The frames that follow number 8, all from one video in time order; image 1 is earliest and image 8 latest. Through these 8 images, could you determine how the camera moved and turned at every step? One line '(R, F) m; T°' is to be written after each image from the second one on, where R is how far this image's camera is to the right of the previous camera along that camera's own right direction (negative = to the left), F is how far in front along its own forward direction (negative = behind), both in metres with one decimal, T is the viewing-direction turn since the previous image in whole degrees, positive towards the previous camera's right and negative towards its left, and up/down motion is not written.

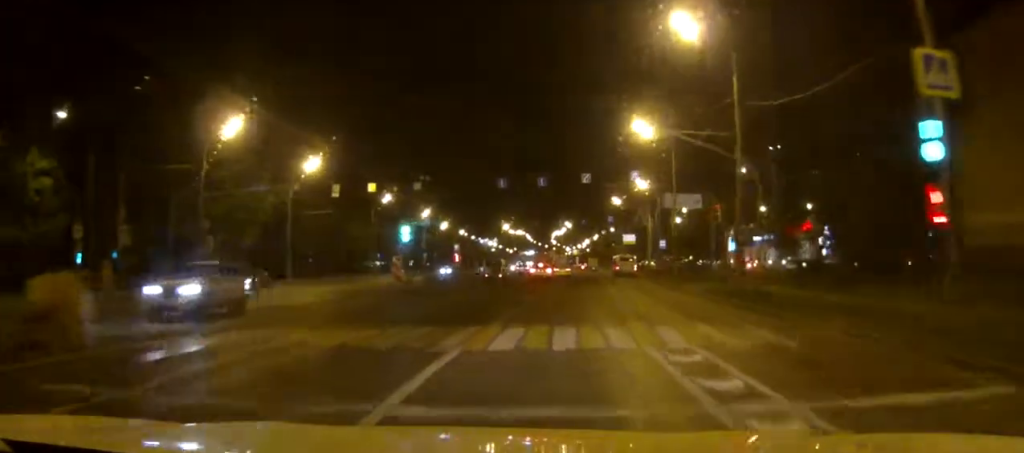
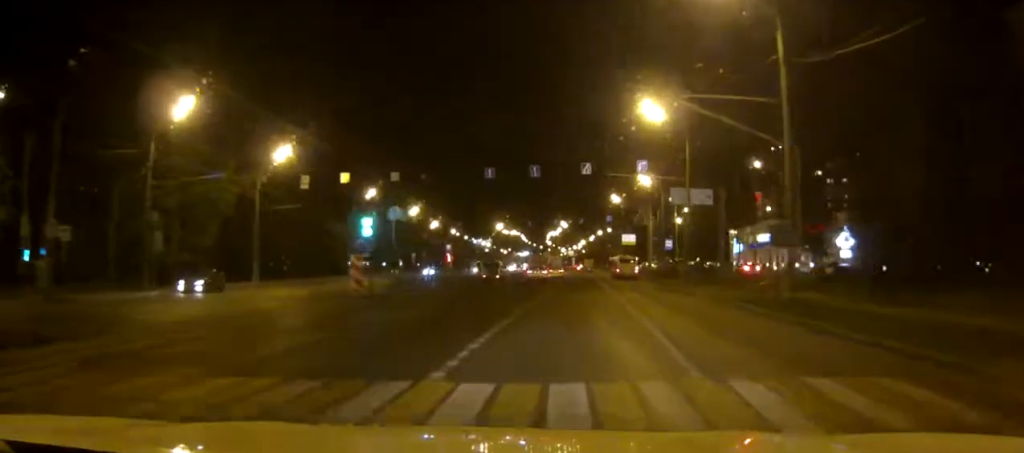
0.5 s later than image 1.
(0.0, +7.2) m; 0°
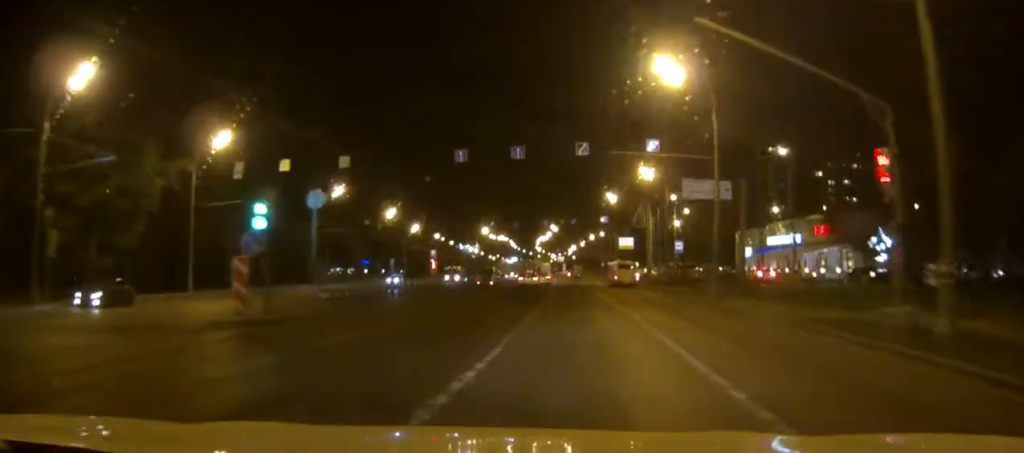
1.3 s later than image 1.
(0.0, +11.0) m; 0°
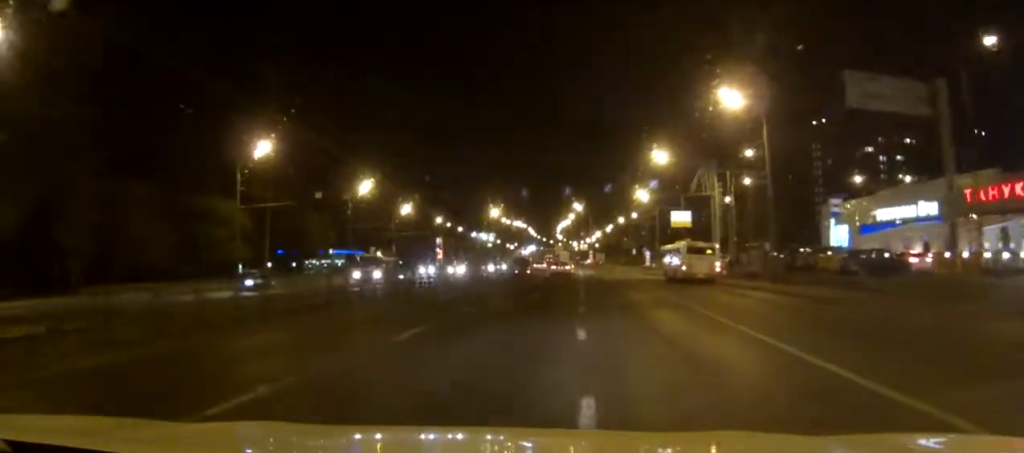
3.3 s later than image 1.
(-0.2, +29.8) m; -1°
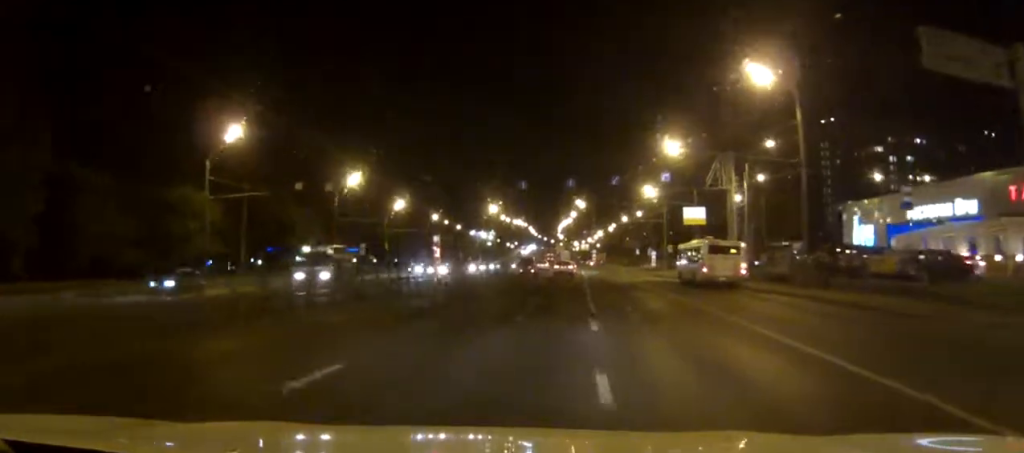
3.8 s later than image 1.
(0.0, +6.5) m; 0°
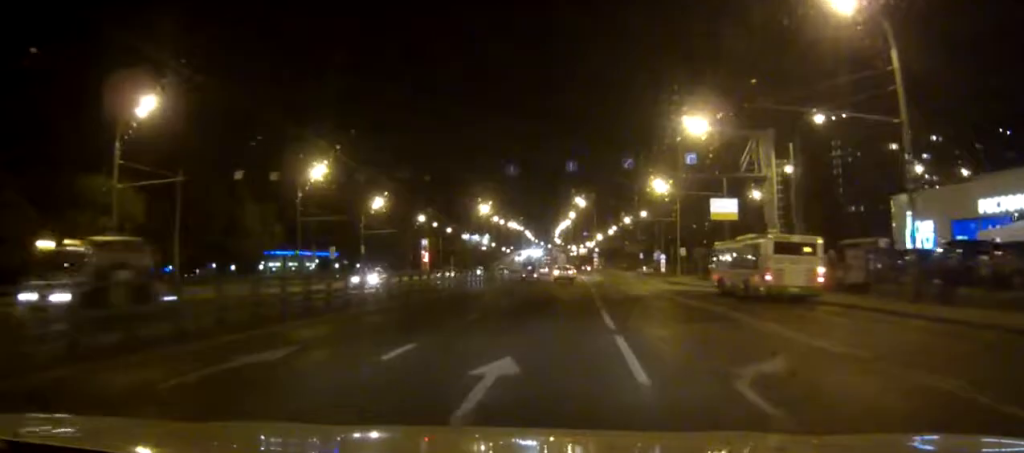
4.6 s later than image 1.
(0.0, +13.1) m; 0°
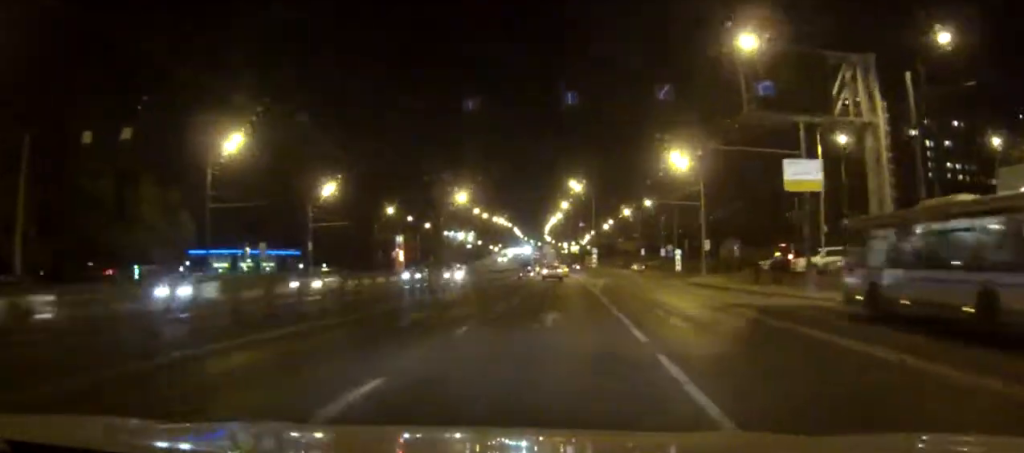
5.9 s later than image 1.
(+0.1, +19.8) m; +1°
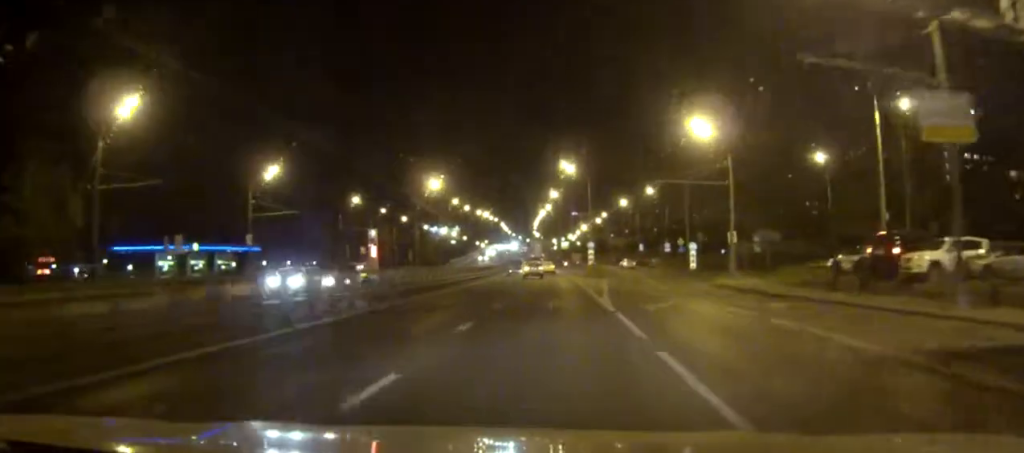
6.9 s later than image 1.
(+0.1, +15.4) m; +1°
